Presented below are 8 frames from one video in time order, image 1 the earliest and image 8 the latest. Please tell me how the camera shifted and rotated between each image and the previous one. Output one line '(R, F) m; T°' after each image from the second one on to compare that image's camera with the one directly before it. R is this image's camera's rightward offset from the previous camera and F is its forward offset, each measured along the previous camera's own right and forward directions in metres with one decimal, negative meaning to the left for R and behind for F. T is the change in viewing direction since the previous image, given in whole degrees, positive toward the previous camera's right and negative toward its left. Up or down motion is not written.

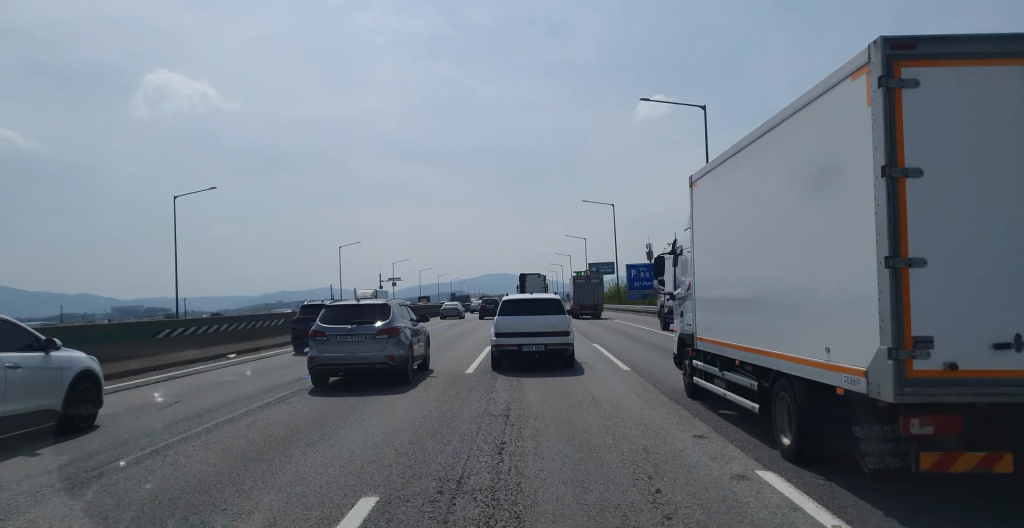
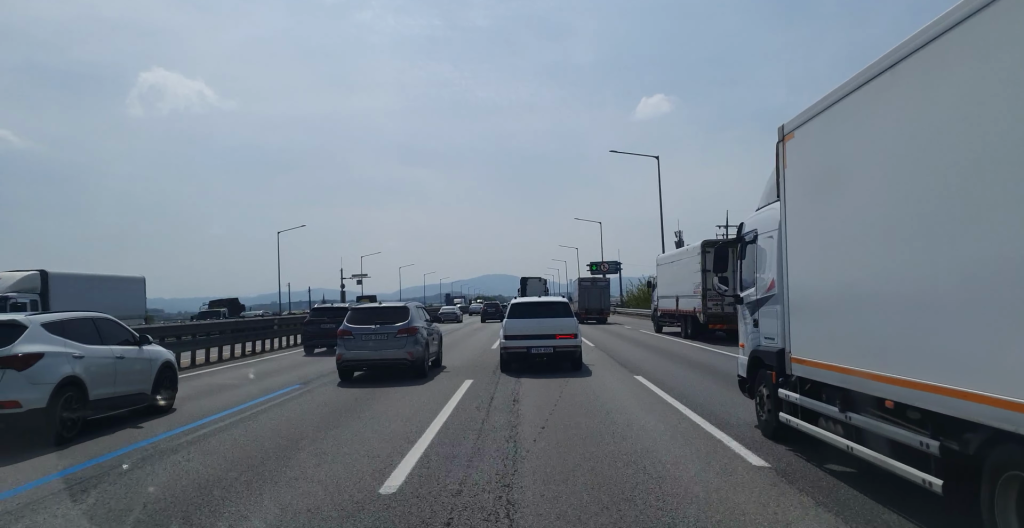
(-0.4, +29.7) m; -2°
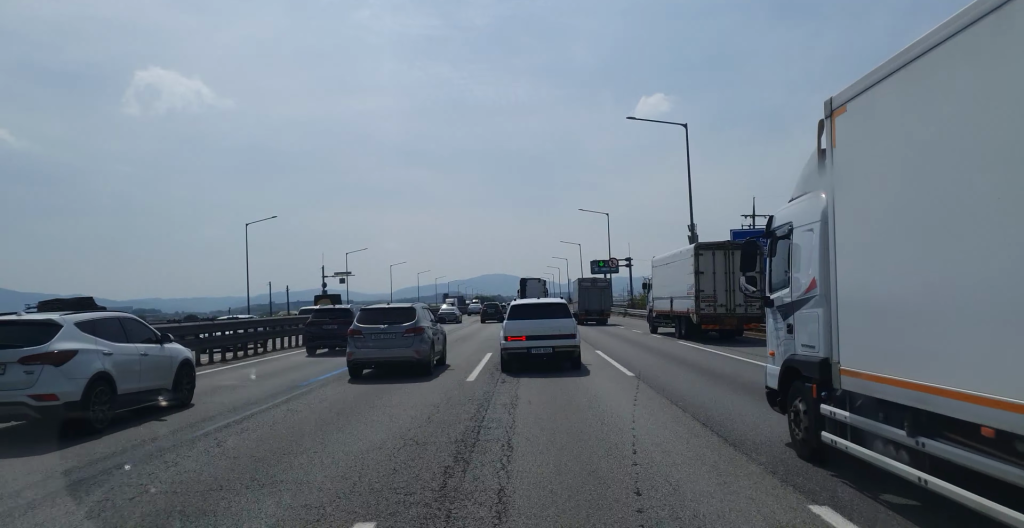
(-0.1, +10.6) m; -1°
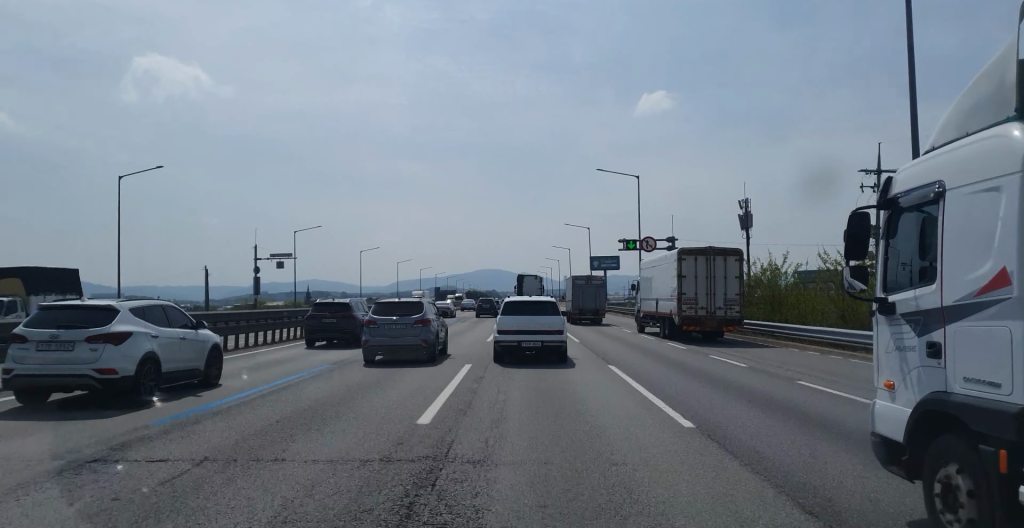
(-0.3, +28.1) m; 0°
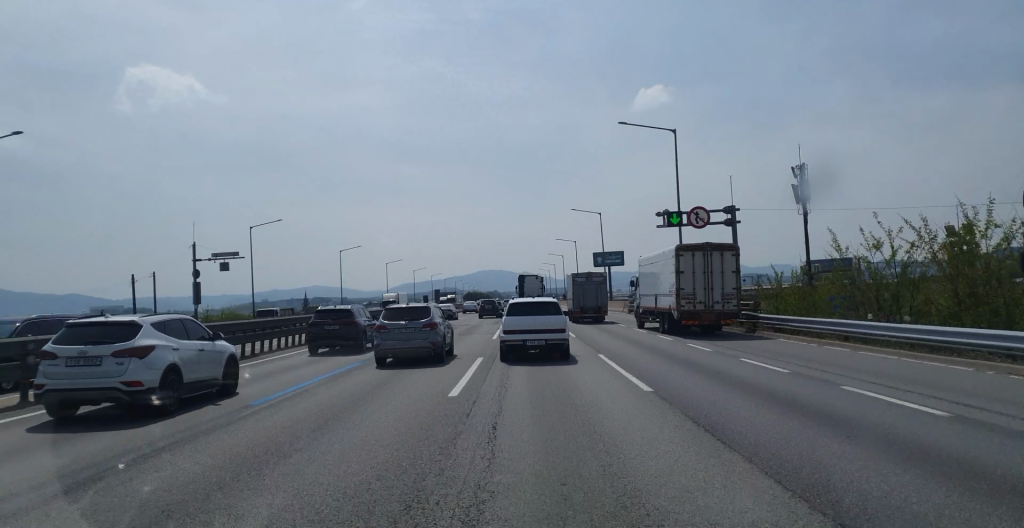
(+0.1, +16.0) m; +1°
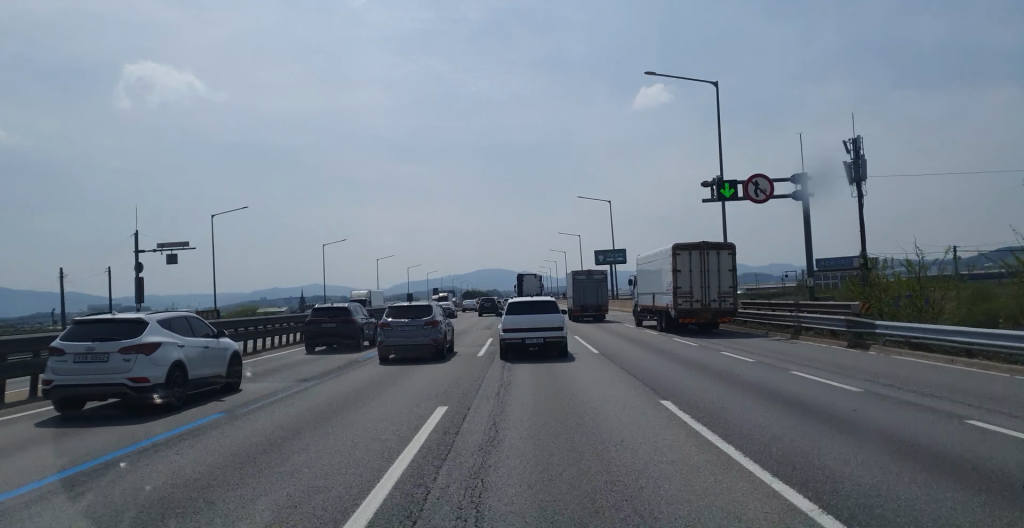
(0.0, +10.7) m; +1°
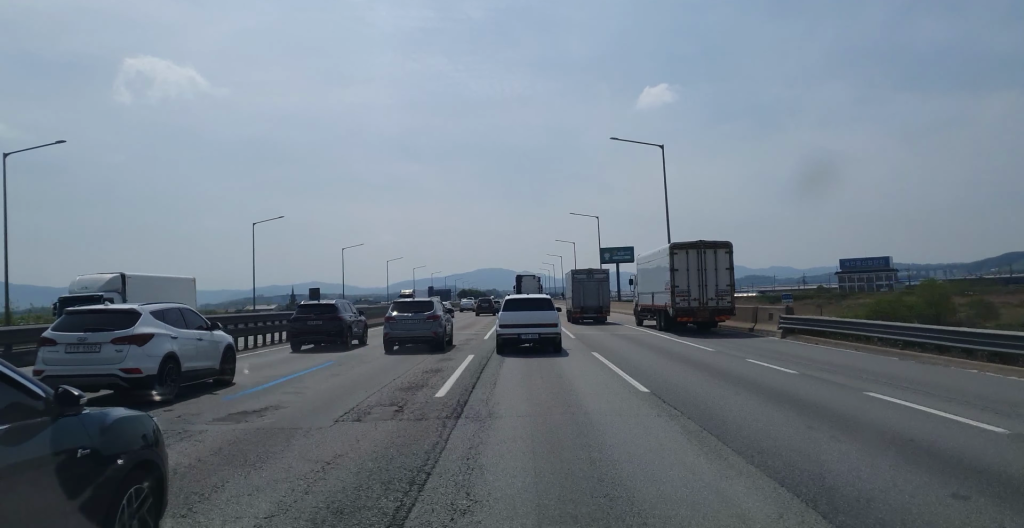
(+0.8, +31.5) m; +2°
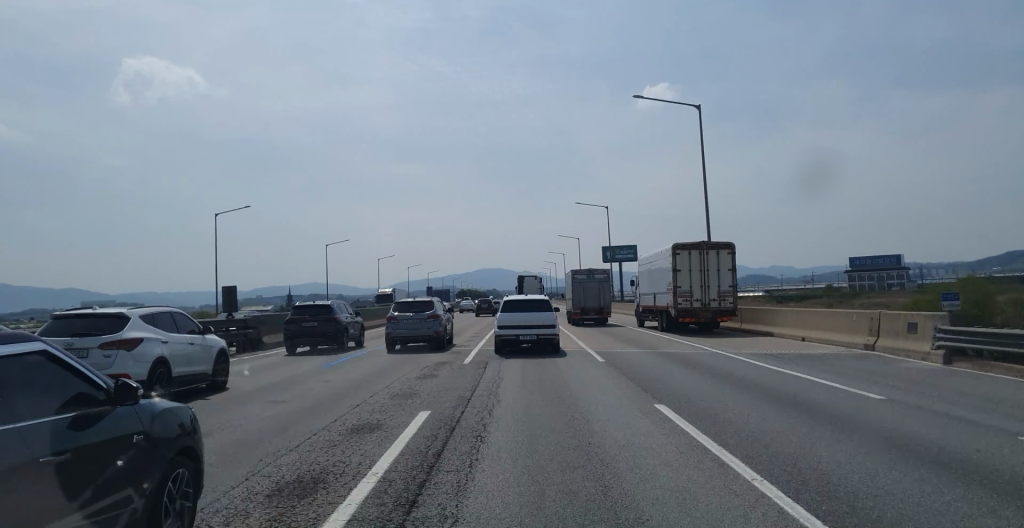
(-0.1, +10.0) m; 0°
